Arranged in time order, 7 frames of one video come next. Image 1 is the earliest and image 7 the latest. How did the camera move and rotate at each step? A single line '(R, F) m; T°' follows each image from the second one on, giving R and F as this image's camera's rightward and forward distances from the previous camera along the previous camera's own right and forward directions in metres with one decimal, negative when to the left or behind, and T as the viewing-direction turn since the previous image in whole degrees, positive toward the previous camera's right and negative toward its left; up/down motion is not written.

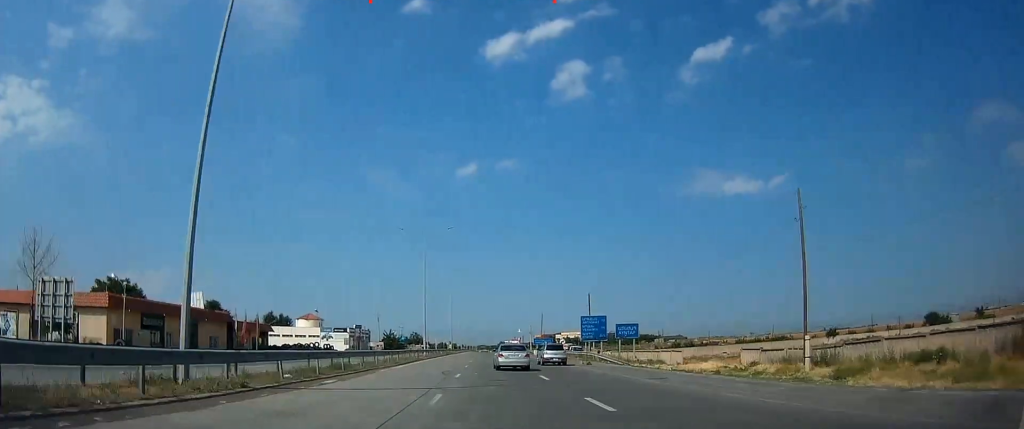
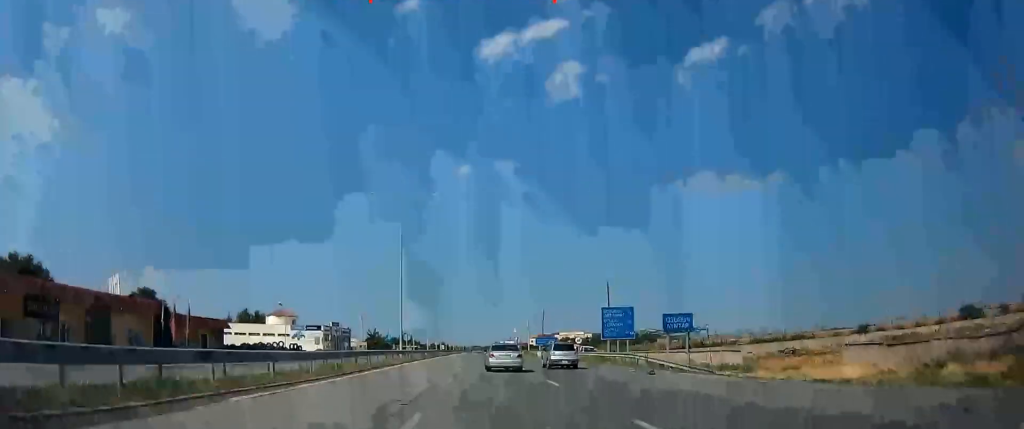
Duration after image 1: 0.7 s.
(+0.6, +16.2) m; +3°
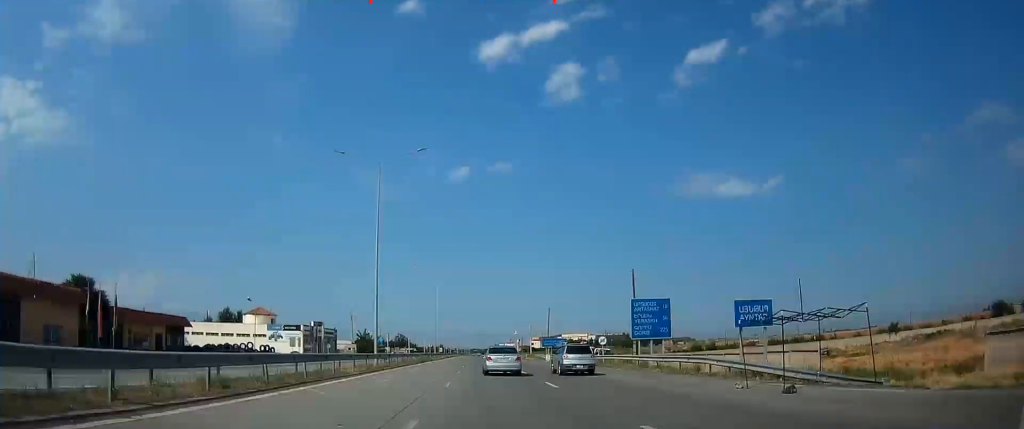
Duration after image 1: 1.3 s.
(+0.3, +12.2) m; +1°
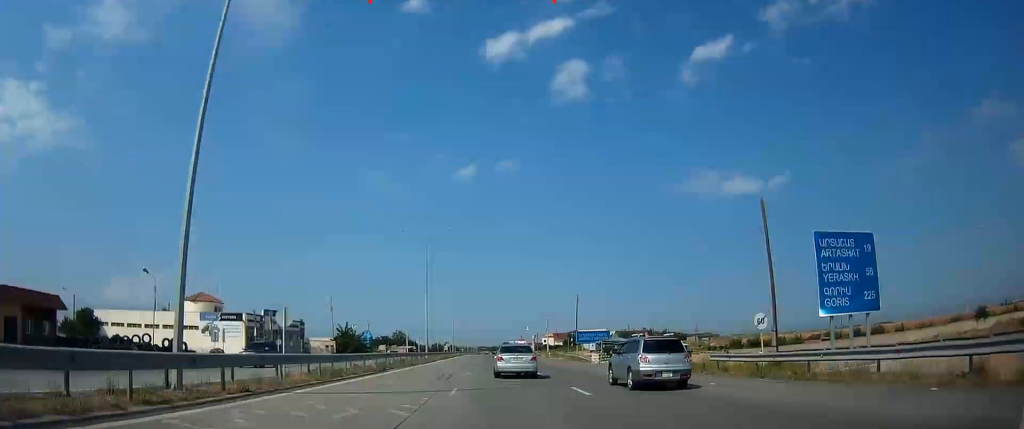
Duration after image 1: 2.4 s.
(+0.2, +27.1) m; 0°
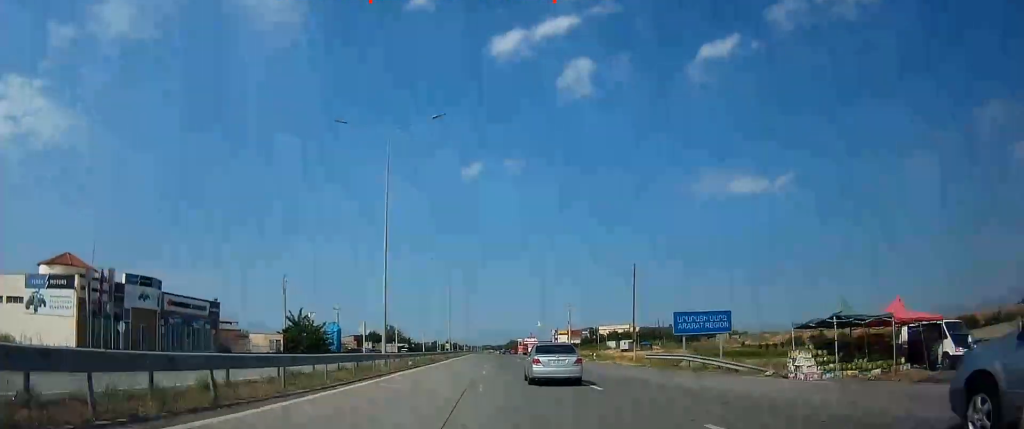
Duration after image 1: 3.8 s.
(-0.3, +32.7) m; -1°
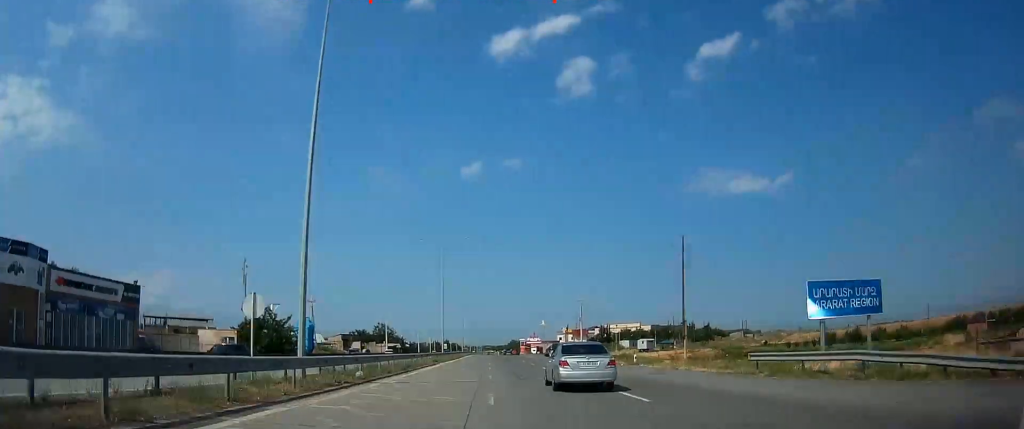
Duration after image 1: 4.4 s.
(-0.1, +15.7) m; +1°
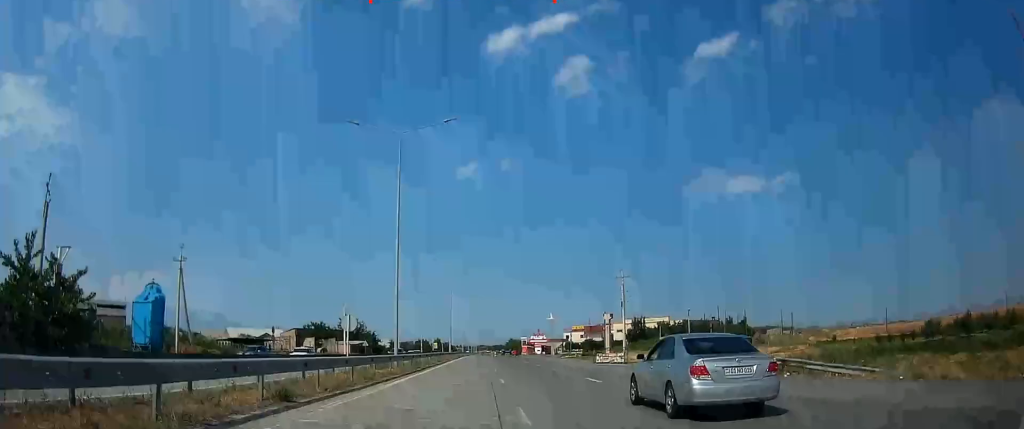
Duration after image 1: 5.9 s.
(+1.0, +38.0) m; 0°
